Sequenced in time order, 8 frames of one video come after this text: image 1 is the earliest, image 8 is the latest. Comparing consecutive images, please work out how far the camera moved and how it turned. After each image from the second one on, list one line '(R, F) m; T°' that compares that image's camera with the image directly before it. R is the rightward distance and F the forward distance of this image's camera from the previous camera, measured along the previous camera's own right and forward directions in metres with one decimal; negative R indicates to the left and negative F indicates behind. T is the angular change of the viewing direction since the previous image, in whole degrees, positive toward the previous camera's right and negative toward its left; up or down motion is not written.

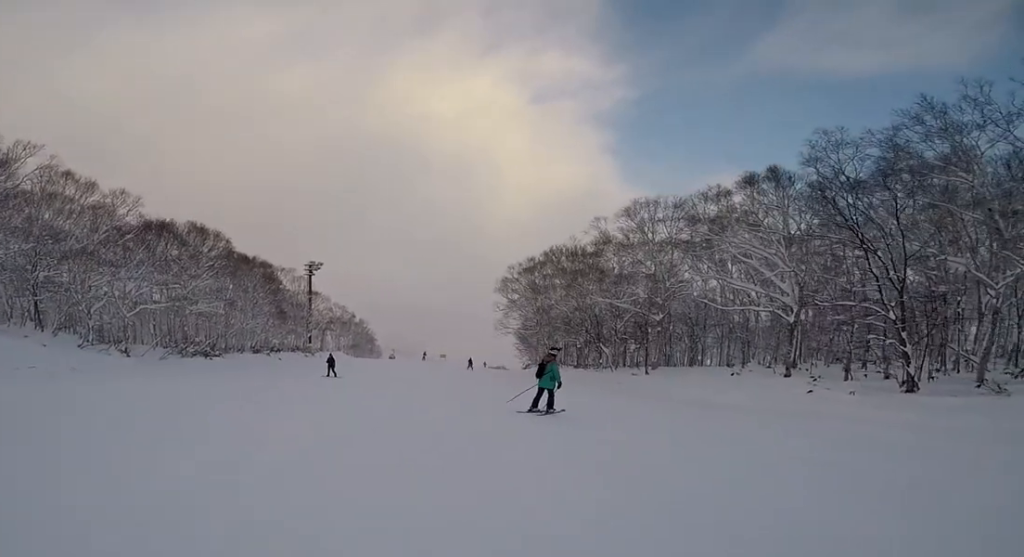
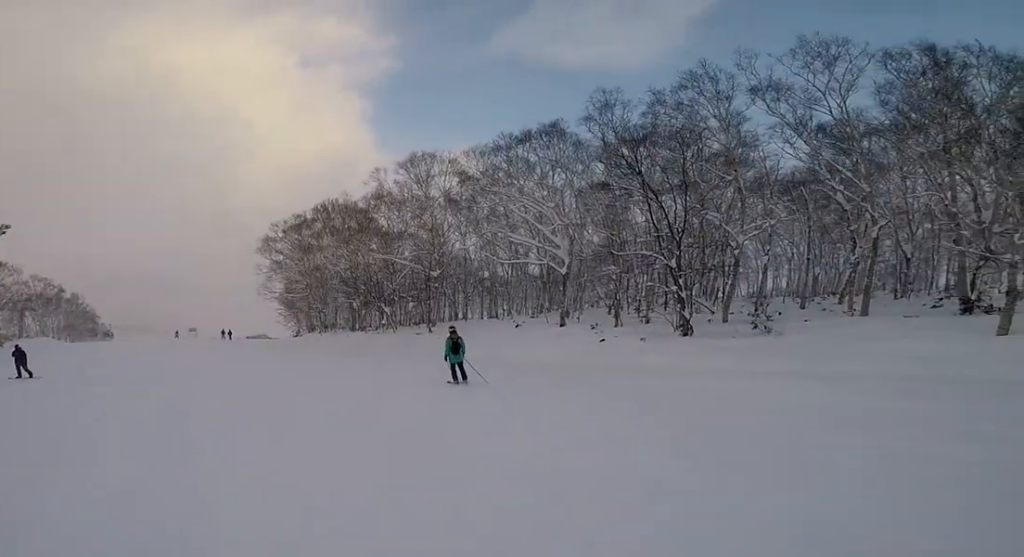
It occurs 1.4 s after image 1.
(+0.8, +5.5) m; +18°
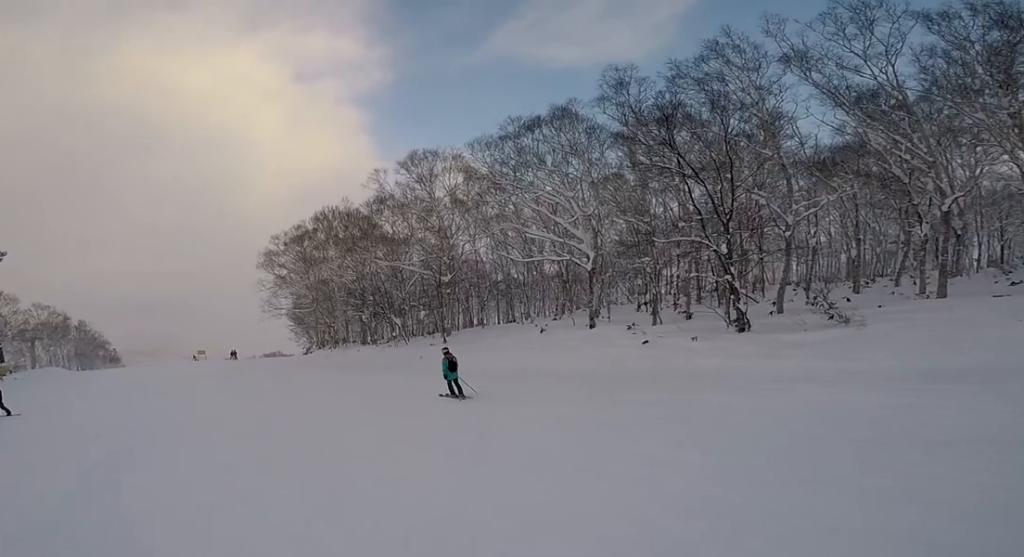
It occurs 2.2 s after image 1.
(+0.8, +3.2) m; -2°
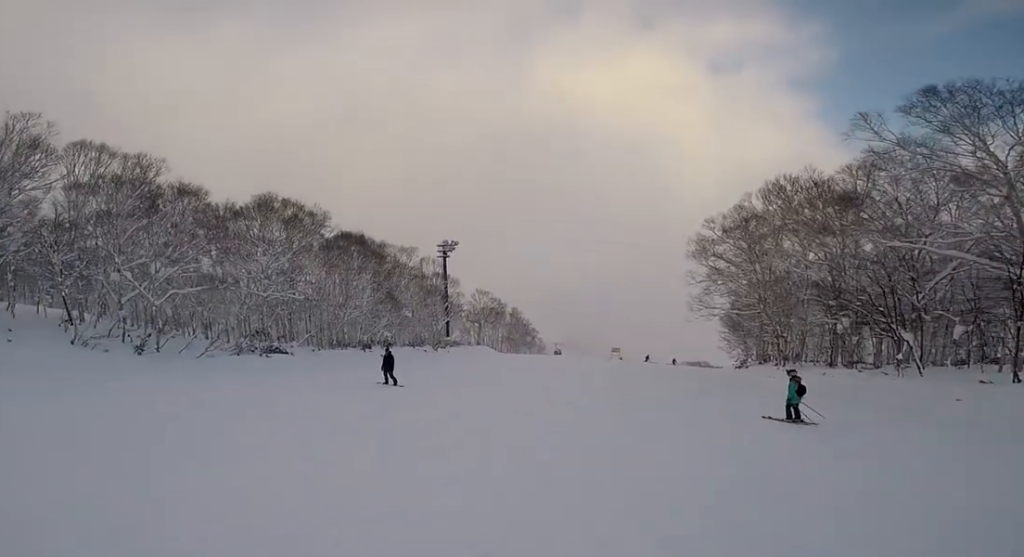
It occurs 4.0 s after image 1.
(-3.0, +7.1) m; -36°
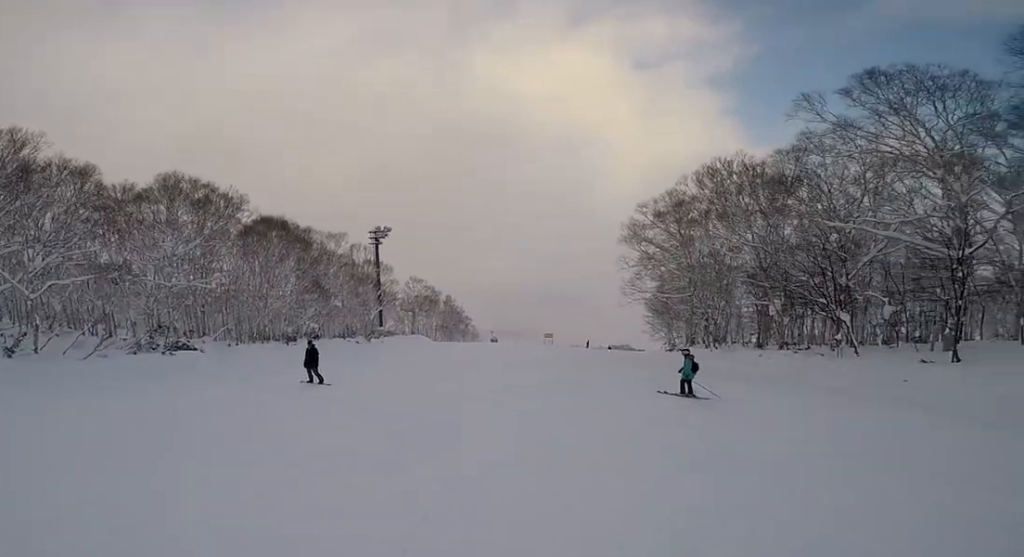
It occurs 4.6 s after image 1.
(-0.2, +2.7) m; 0°
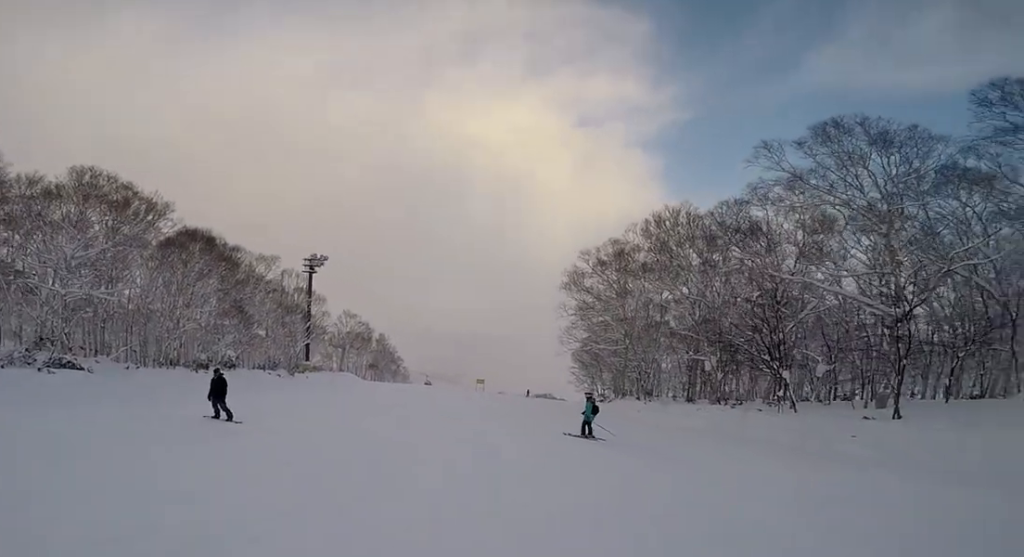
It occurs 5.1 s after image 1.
(-0.4, +2.5) m; +3°
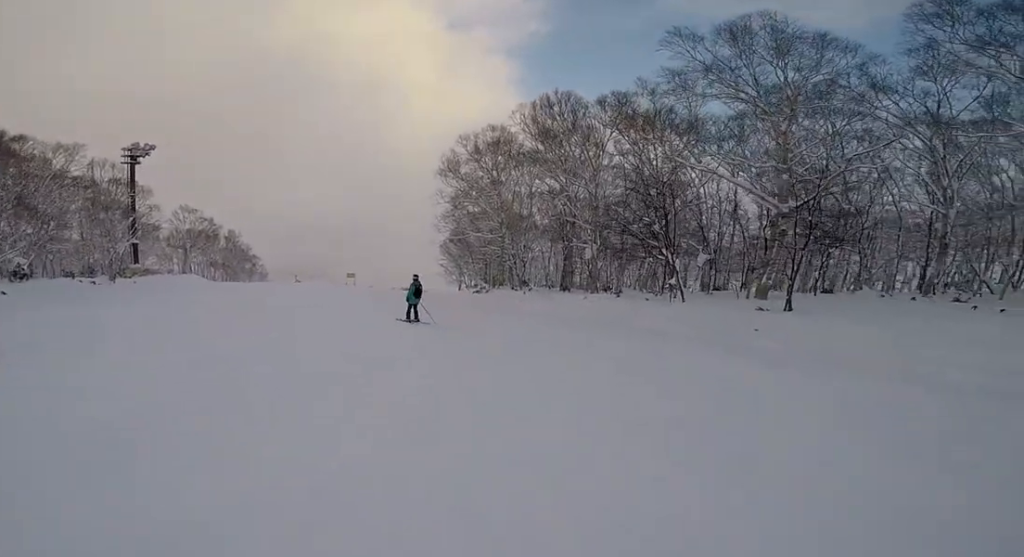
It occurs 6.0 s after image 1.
(+0.8, +3.6) m; +12°
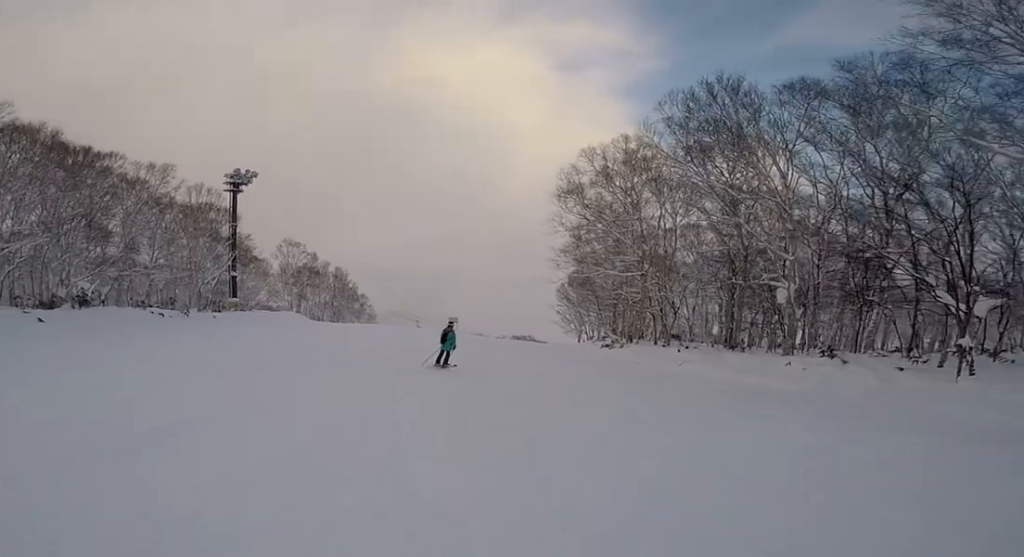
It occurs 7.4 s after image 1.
(+0.2, +5.4) m; -1°
